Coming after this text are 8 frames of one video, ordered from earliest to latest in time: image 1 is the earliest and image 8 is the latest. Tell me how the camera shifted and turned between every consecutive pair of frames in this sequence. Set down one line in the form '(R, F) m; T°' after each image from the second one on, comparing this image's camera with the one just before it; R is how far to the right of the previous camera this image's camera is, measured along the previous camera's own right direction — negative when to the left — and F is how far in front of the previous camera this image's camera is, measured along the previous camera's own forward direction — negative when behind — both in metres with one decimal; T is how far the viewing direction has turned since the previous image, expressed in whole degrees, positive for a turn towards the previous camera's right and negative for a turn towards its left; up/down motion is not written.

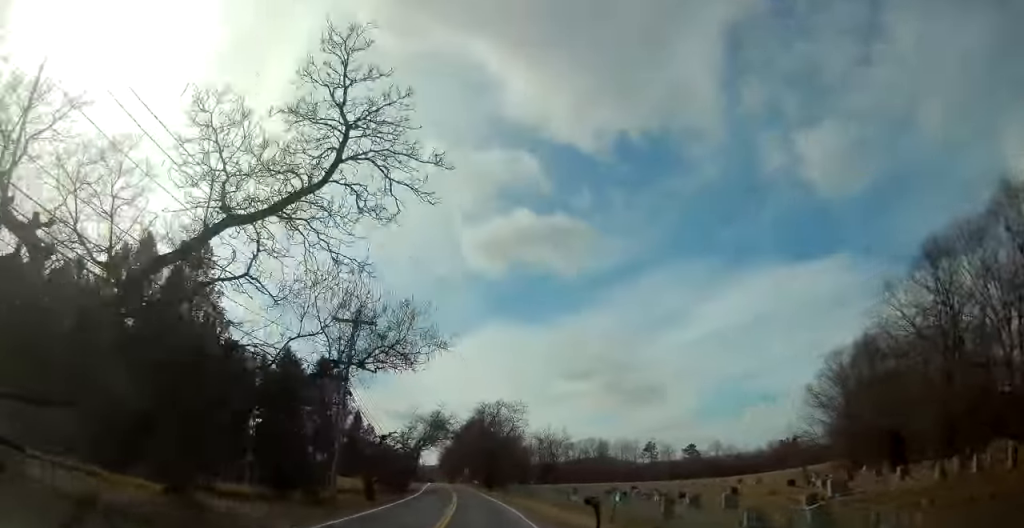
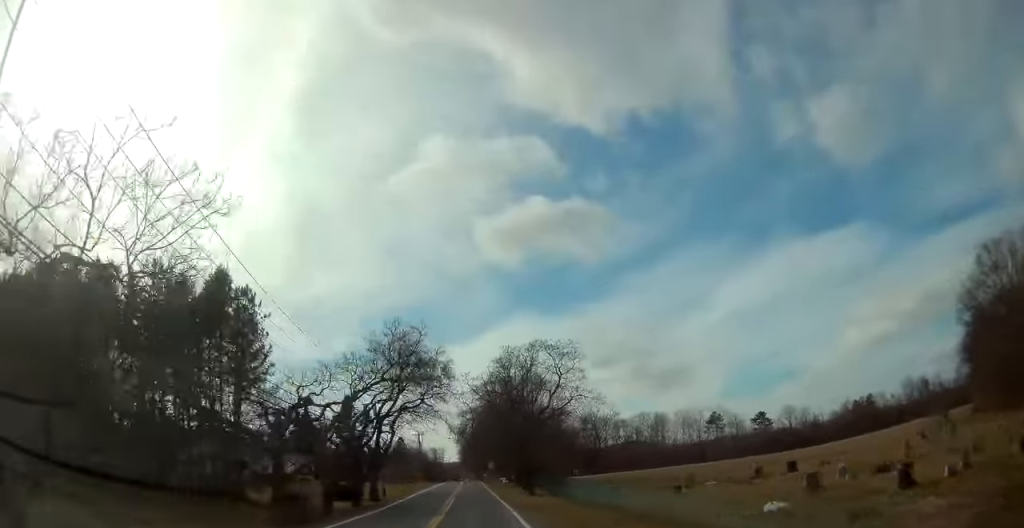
(-0.9, +36.2) m; -3°
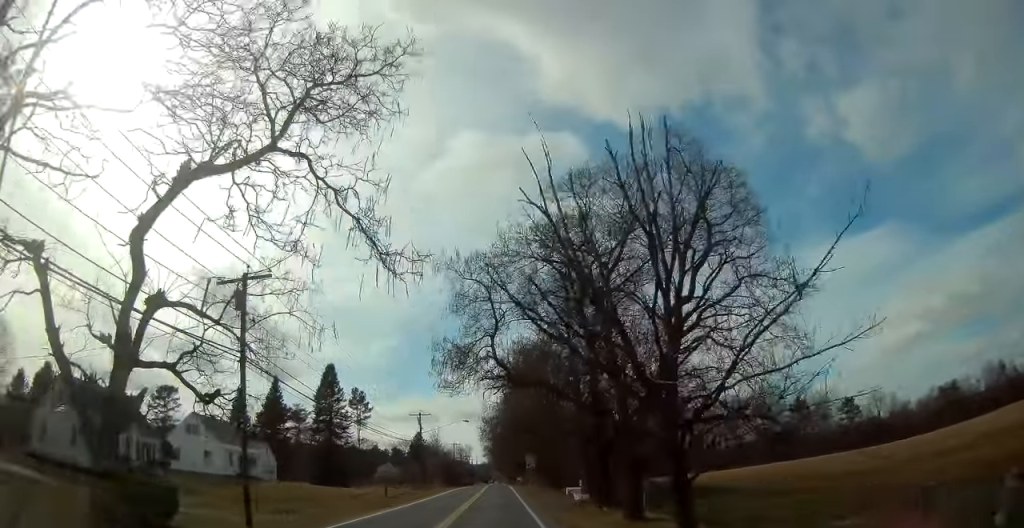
(-0.6, +33.6) m; -2°
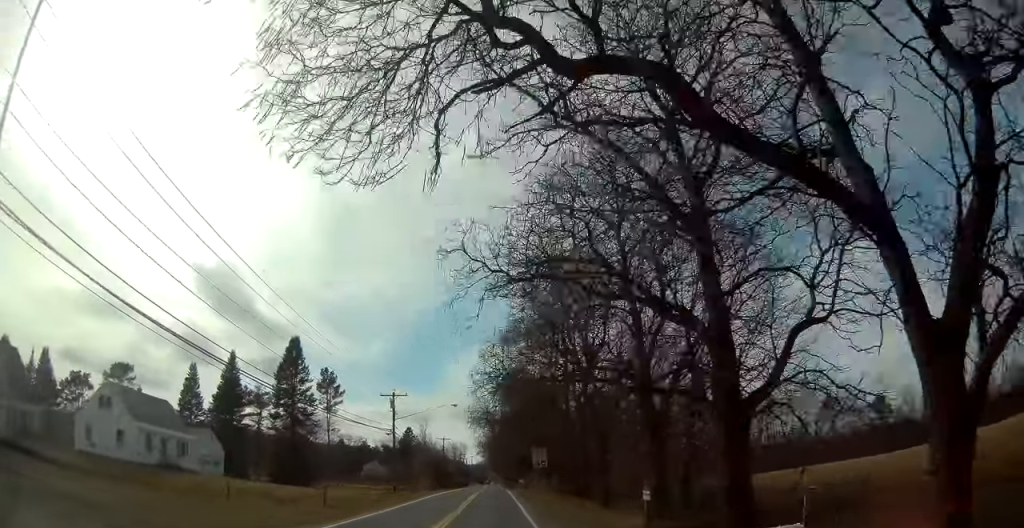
(-0.1, +15.5) m; -1°
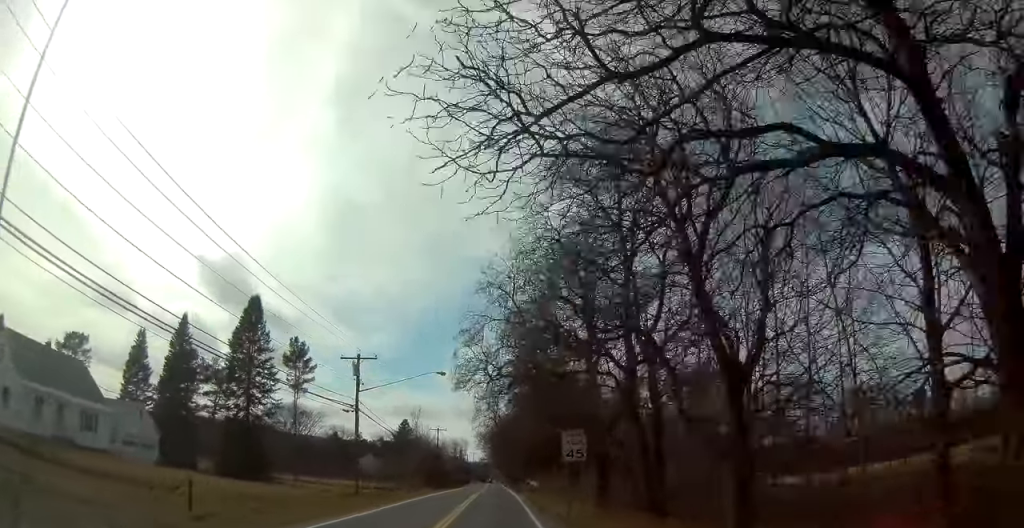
(-0.2, +14.9) m; -1°
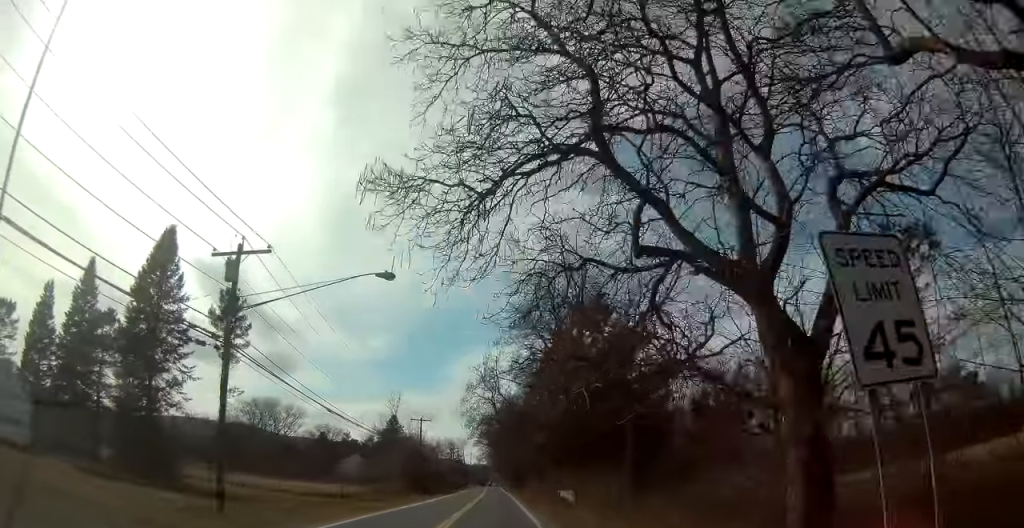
(-0.2, +18.3) m; 0°
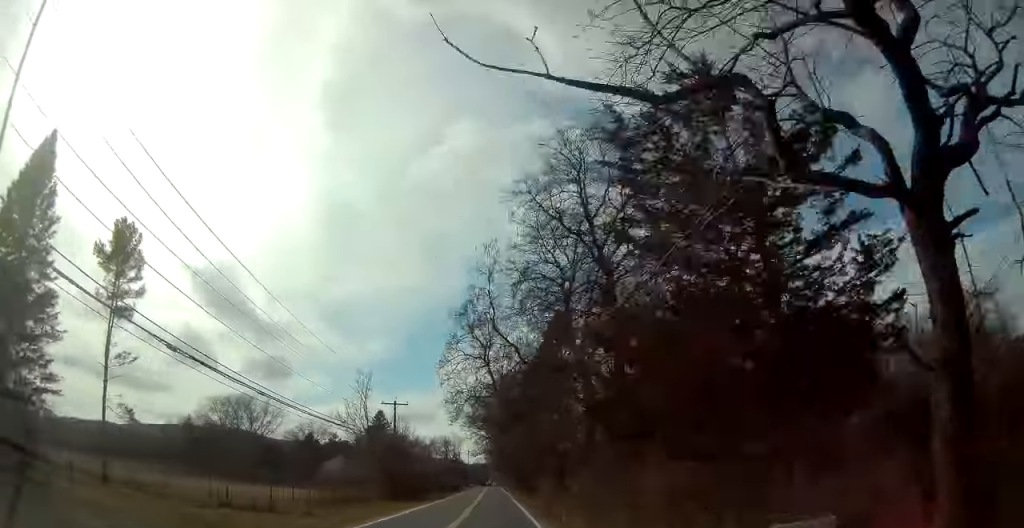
(0.0, +15.7) m; +1°
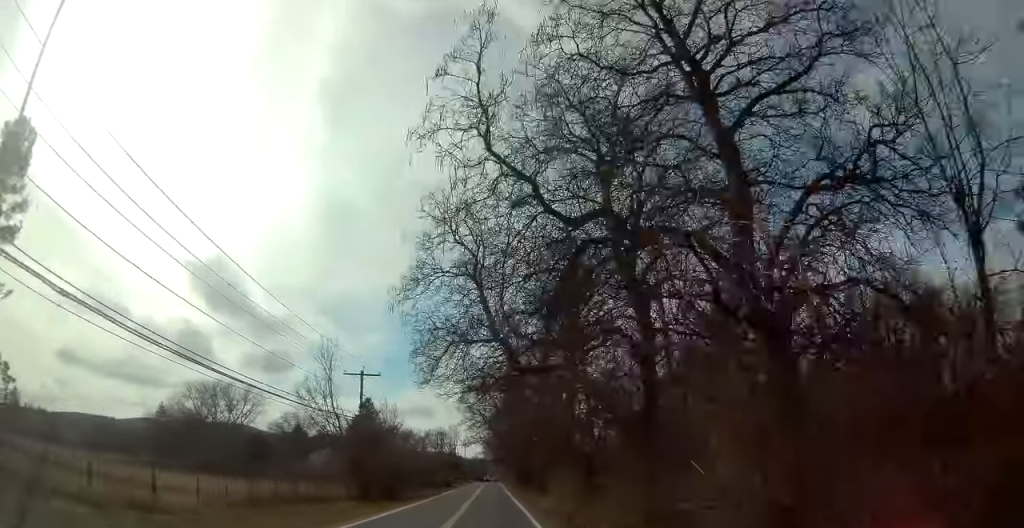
(+0.2, +11.7) m; 0°
